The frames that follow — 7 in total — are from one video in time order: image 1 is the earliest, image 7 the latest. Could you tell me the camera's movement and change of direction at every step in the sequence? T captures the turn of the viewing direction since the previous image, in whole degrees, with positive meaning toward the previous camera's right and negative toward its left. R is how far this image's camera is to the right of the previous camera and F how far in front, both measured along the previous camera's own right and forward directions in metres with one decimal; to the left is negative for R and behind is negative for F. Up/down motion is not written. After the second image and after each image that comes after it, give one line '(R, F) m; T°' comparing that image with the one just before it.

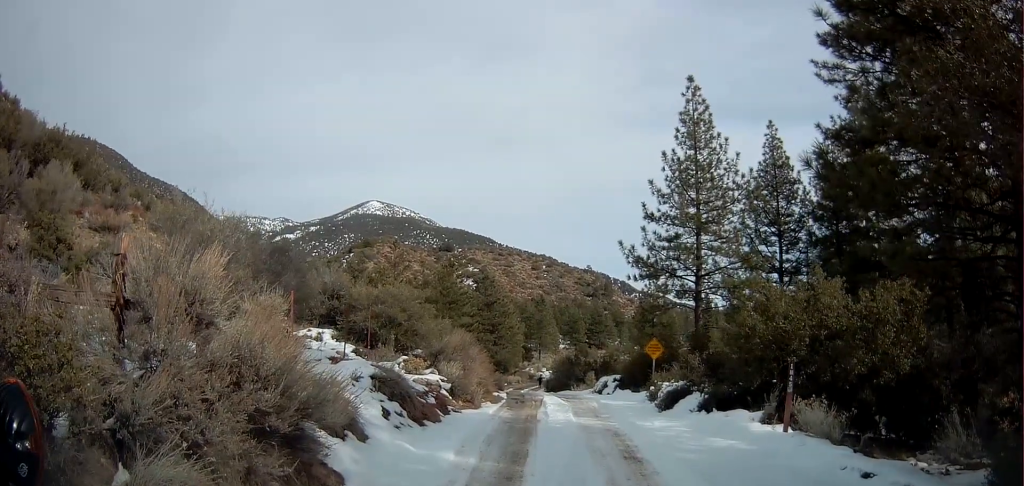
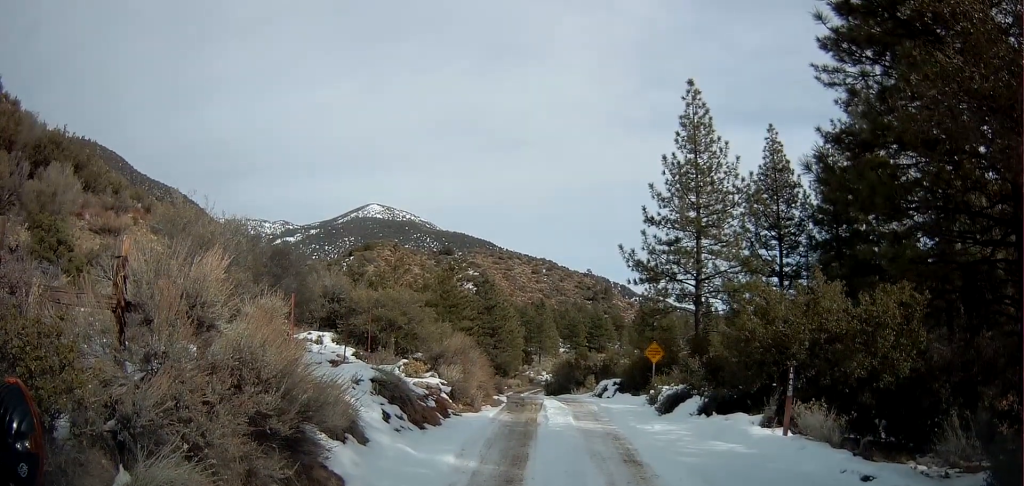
(0.0, +0.2) m; 0°
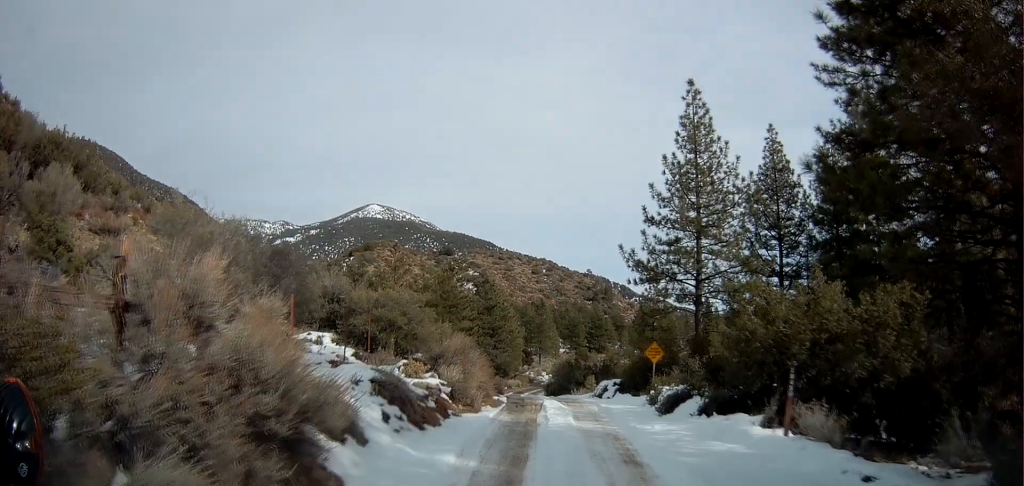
(0.0, 0.0) m; 0°
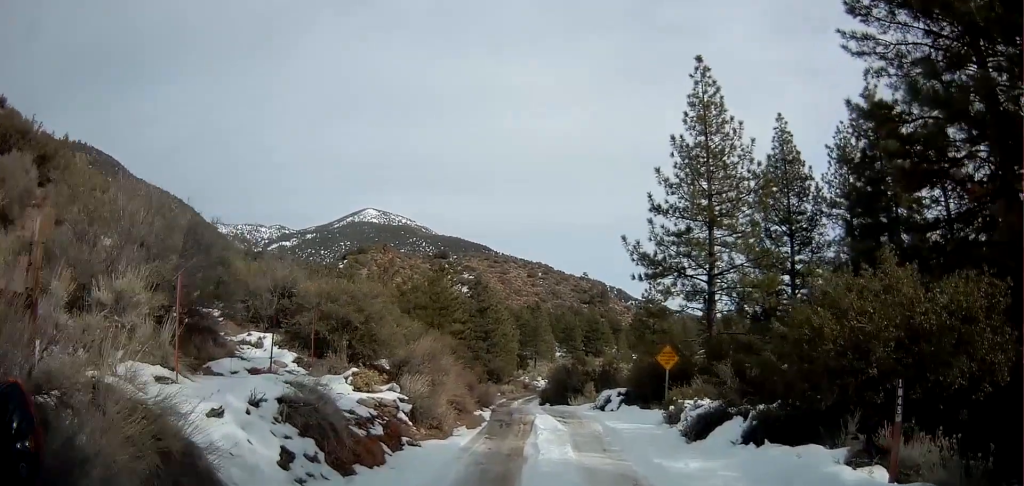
(0.0, +2.2) m; 0°
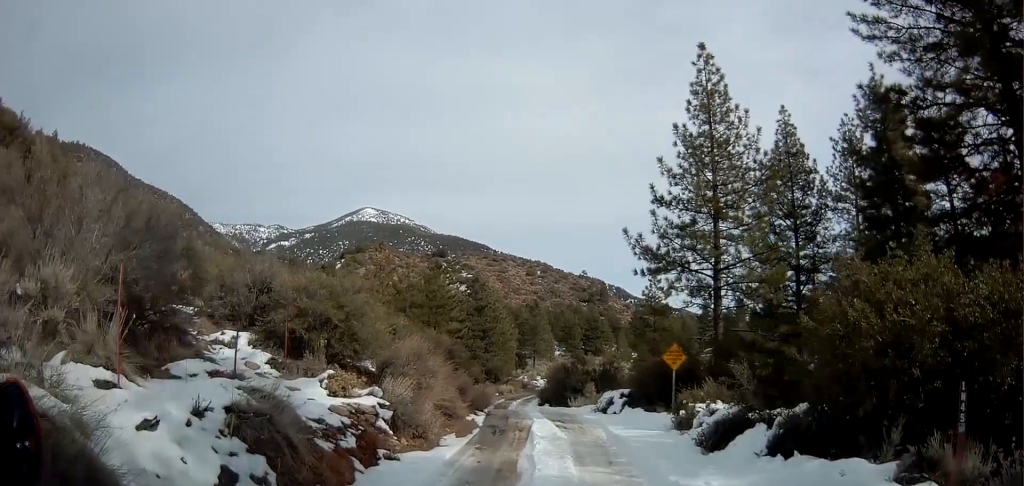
(0.0, +1.1) m; 0°
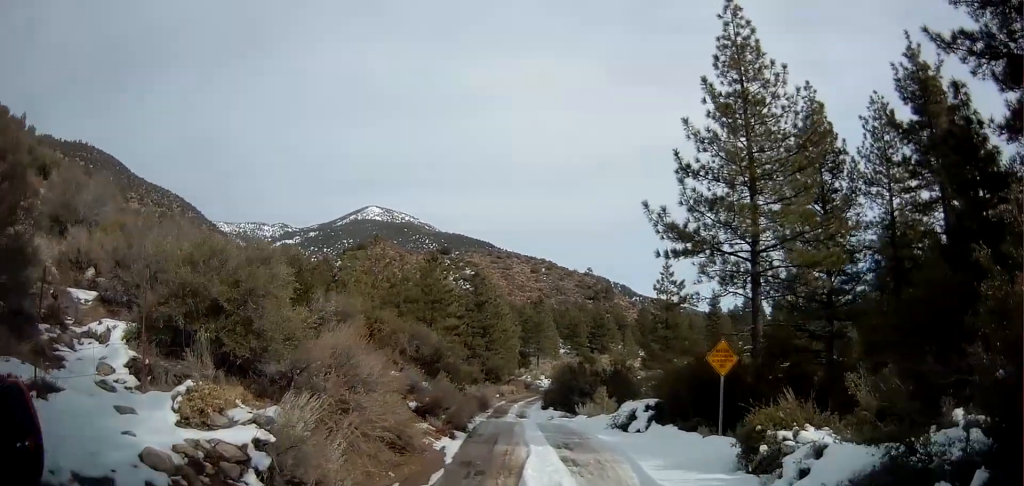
(0.0, +4.2) m; 0°
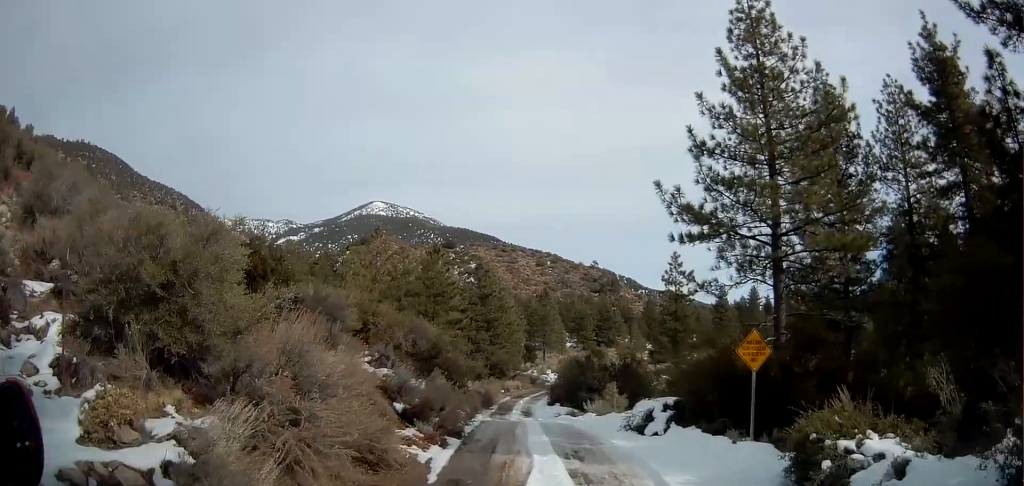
(0.0, +1.7) m; -1°
